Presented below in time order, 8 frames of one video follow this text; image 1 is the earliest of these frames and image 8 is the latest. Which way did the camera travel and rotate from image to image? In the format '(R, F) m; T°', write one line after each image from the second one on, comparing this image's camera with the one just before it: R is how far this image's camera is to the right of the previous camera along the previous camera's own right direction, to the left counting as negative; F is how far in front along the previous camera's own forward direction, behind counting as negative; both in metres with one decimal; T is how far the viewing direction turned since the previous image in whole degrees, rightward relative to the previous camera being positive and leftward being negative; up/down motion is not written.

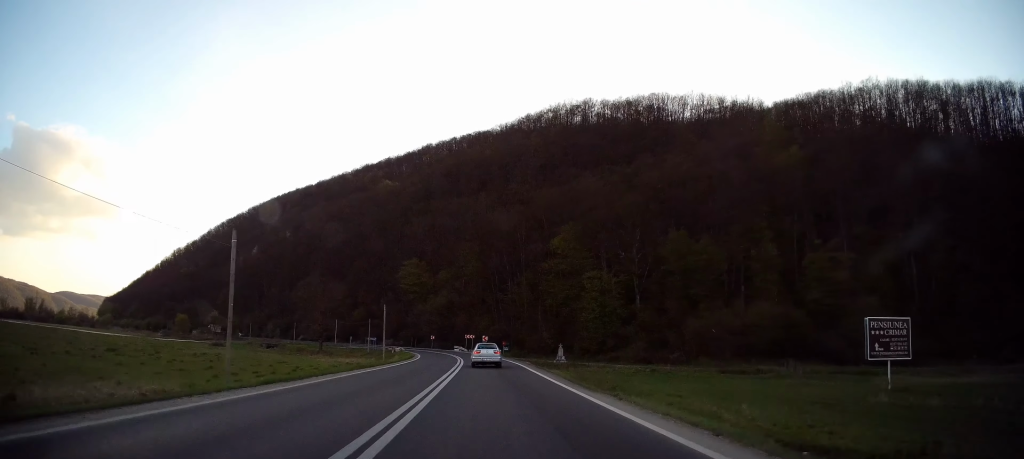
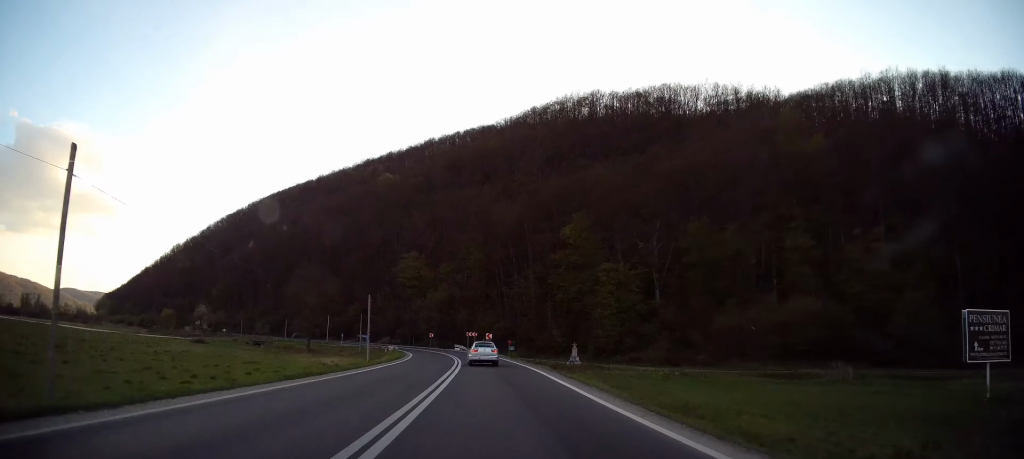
(0.0, +9.7) m; 0°
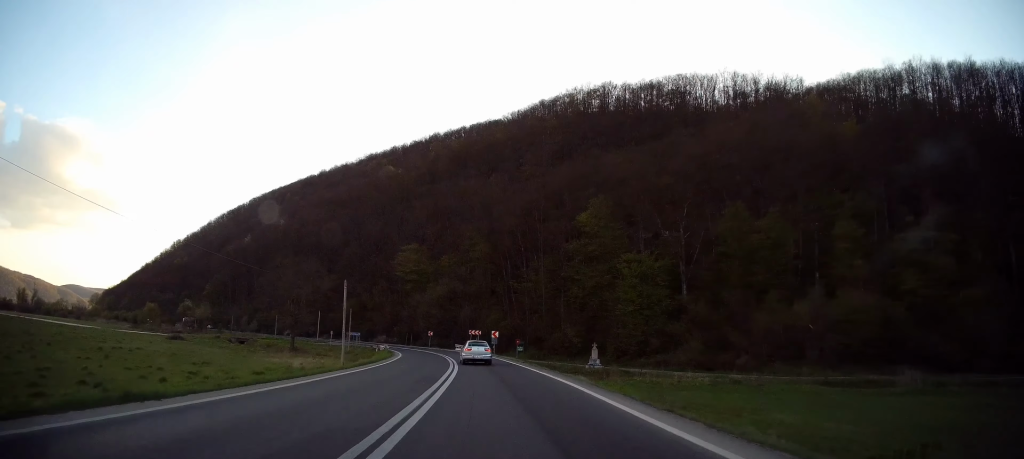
(+0.1, +10.4) m; -1°
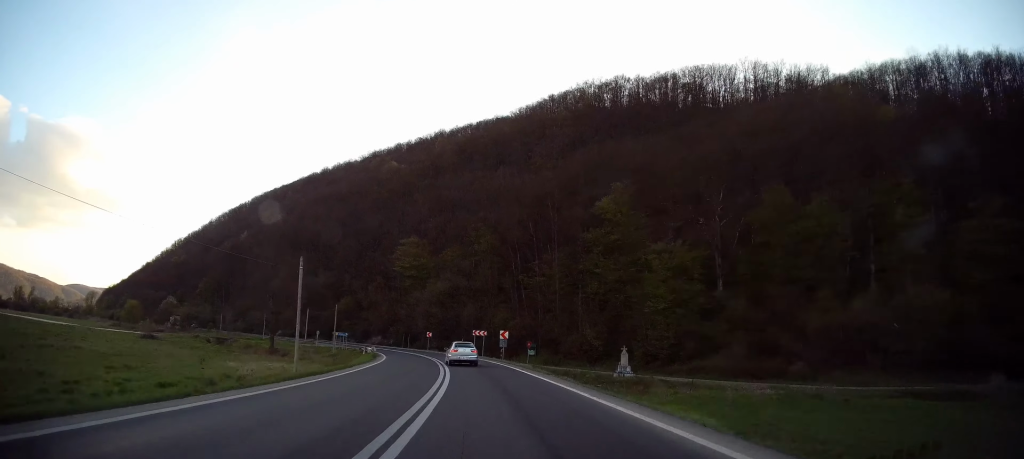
(-0.1, +11.1) m; -1°
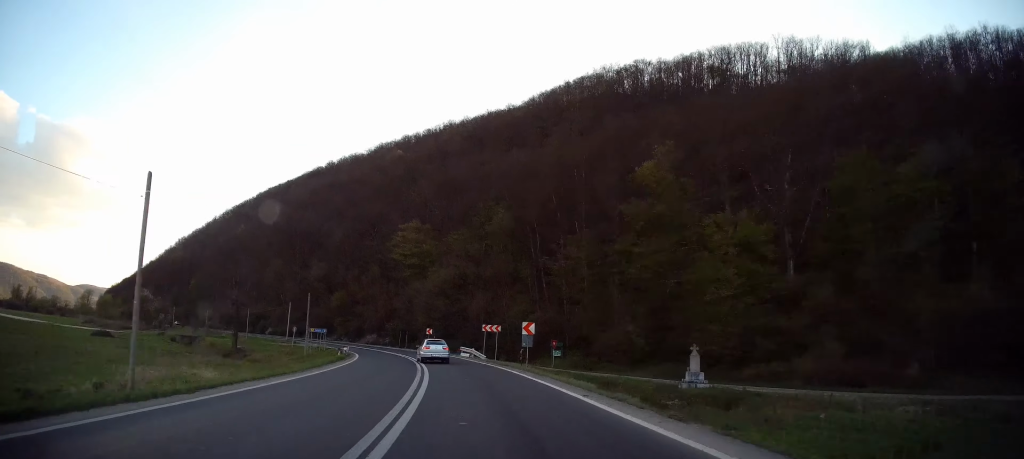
(-0.3, +15.1) m; -1°
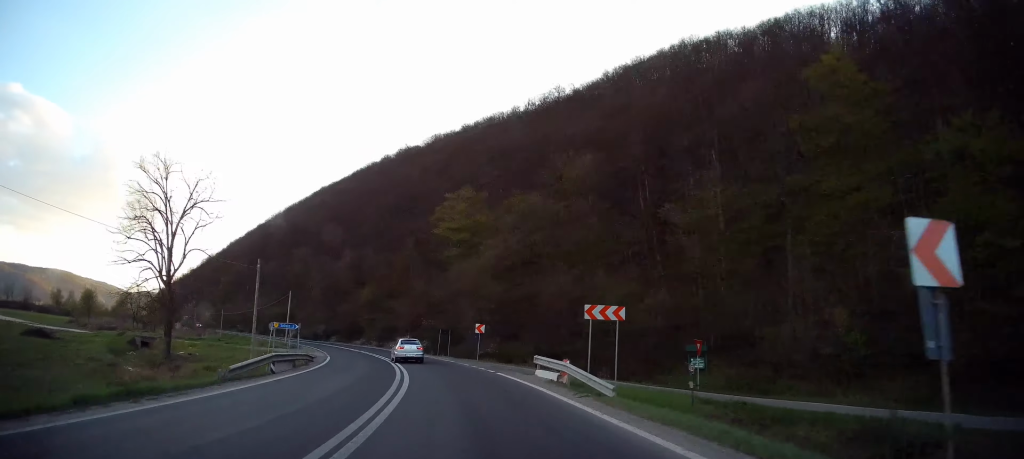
(-0.6, +25.2) m; -5°
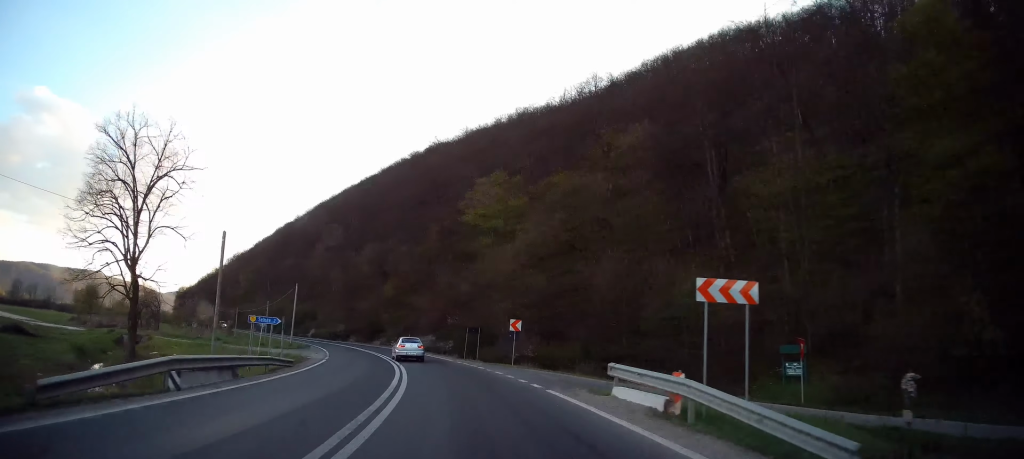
(-0.1, +8.2) m; -3°
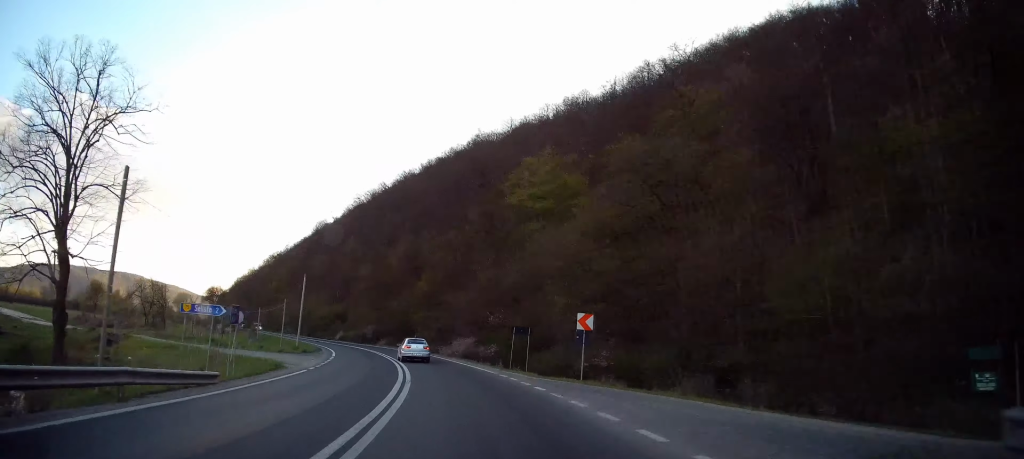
(-0.3, +10.2) m; -4°
